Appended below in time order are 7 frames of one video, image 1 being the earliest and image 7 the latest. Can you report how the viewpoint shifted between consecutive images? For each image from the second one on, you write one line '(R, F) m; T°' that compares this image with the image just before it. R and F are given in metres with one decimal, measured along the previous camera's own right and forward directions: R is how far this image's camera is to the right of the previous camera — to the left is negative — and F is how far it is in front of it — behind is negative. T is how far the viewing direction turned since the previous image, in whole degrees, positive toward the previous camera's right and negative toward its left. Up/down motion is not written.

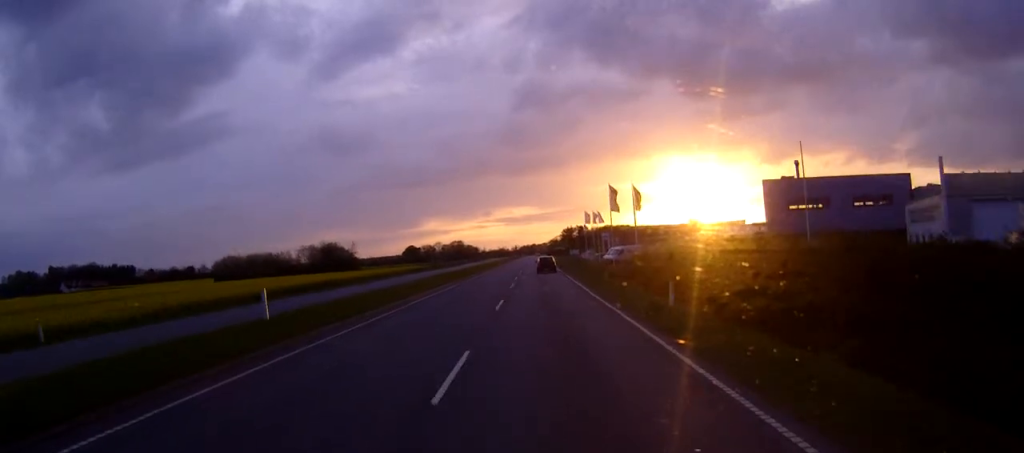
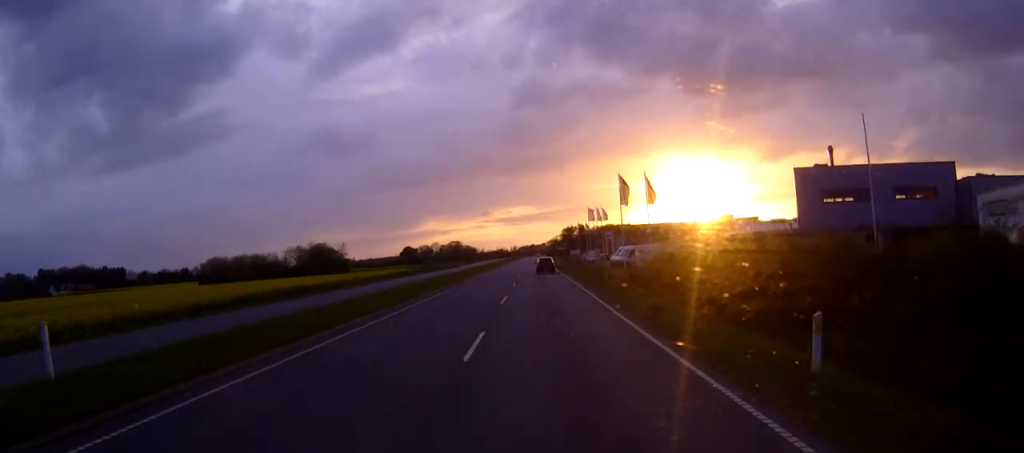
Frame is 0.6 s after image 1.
(0.0, +10.9) m; 0°
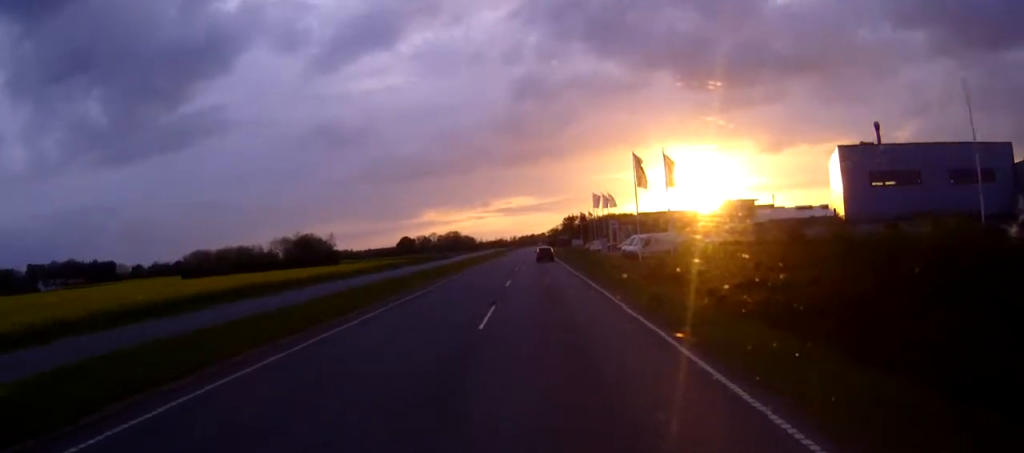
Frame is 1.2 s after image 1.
(0.0, +11.6) m; 0°
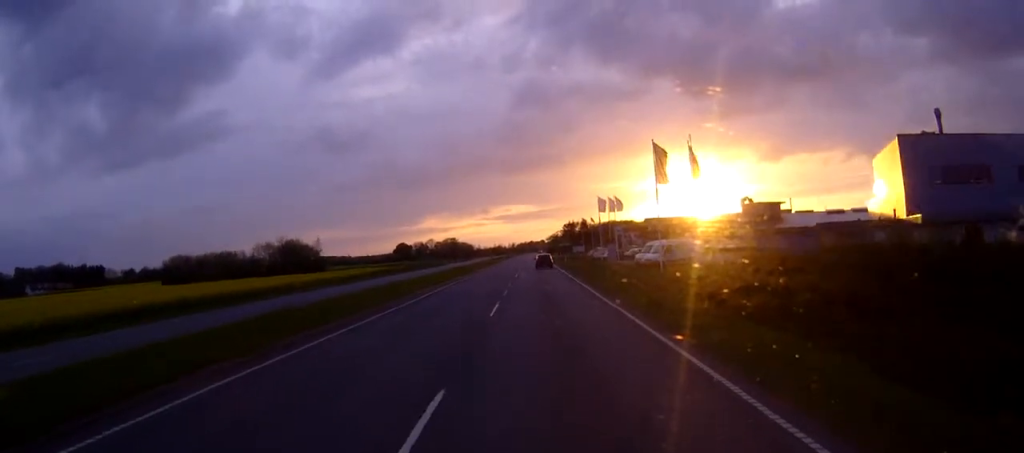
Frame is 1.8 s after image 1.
(0.0, +11.6) m; 0°
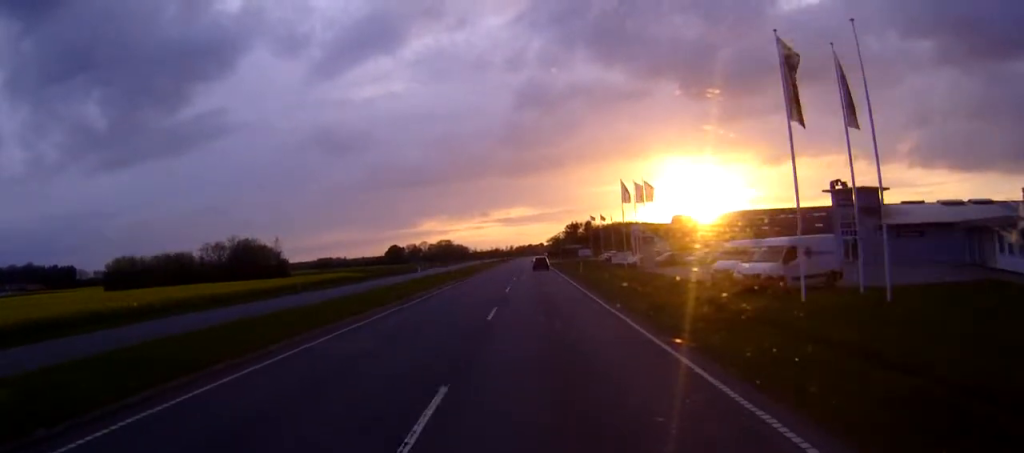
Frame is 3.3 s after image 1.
(0.0, +29.4) m; 0°
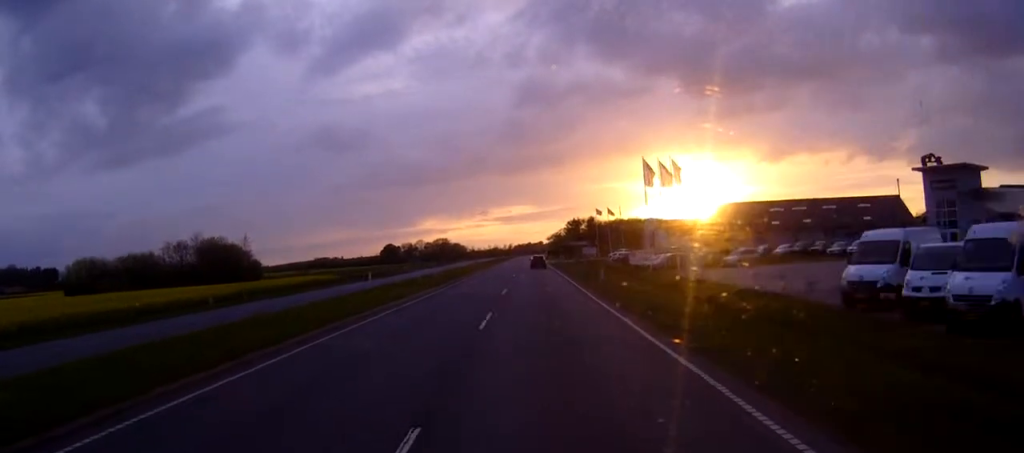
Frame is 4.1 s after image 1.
(0.0, +17.2) m; 0°
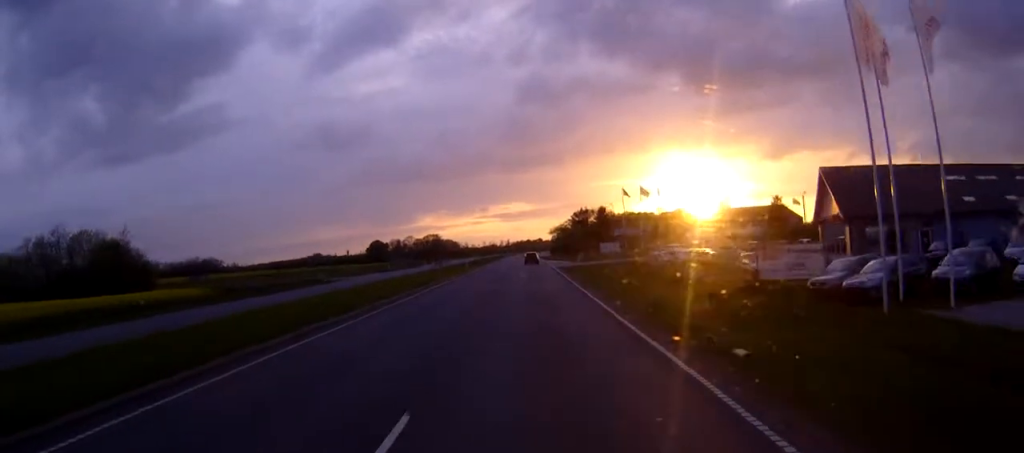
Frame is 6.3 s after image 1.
(+0.1, +44.3) m; 0°
